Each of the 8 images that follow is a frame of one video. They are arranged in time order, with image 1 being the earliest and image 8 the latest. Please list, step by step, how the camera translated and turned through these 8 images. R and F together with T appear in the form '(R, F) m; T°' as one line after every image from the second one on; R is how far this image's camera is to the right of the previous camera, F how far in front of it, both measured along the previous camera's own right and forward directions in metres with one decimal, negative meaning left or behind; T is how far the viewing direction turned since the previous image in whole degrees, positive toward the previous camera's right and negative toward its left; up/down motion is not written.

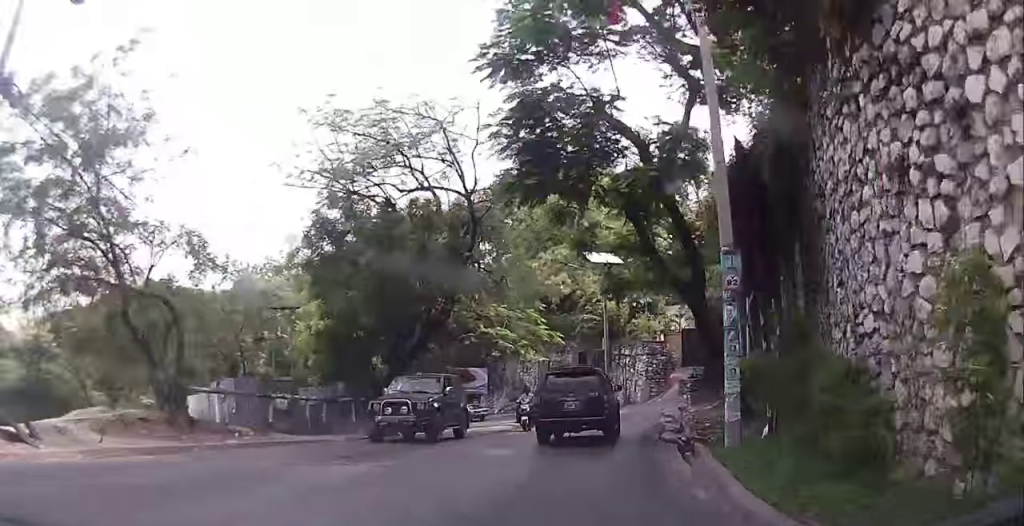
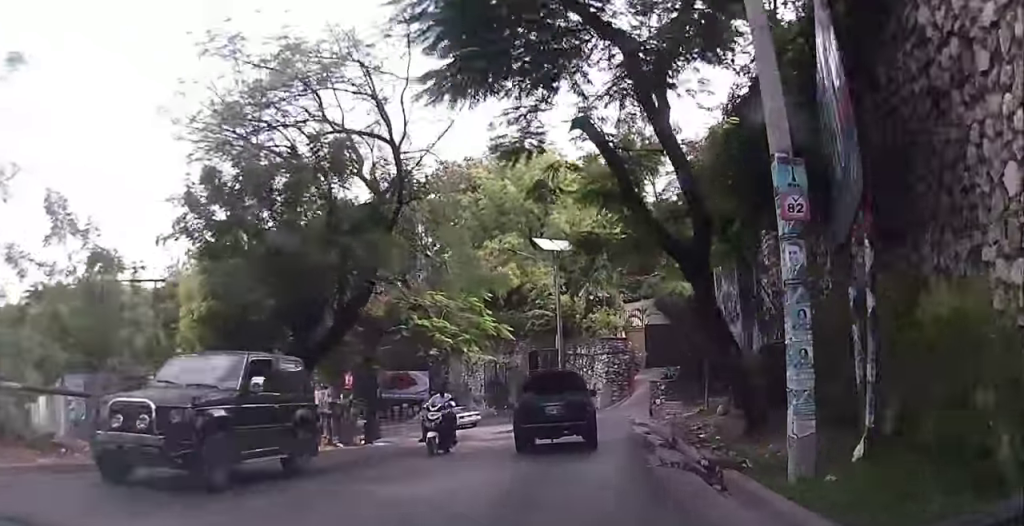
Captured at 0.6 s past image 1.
(0.0, +5.2) m; 0°
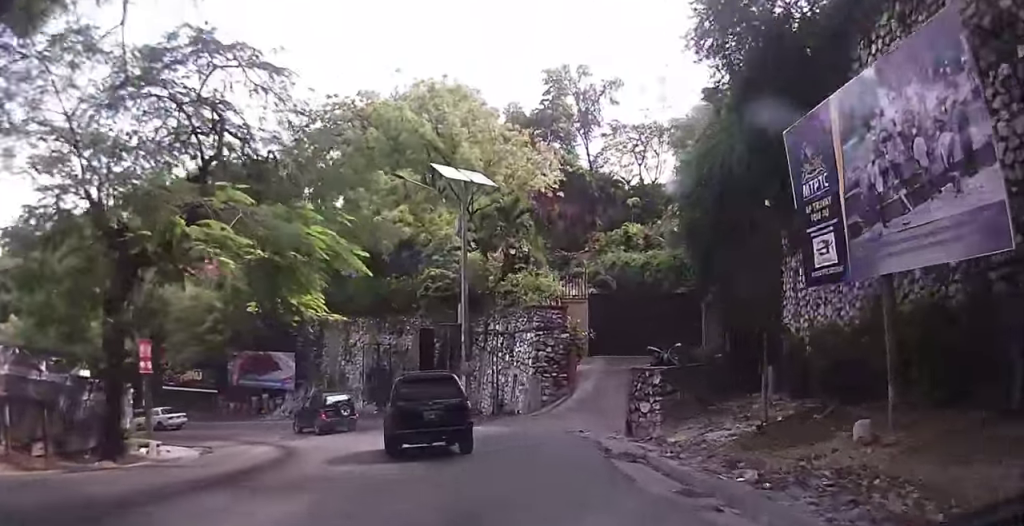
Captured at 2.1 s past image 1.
(0.0, +13.7) m; 0°
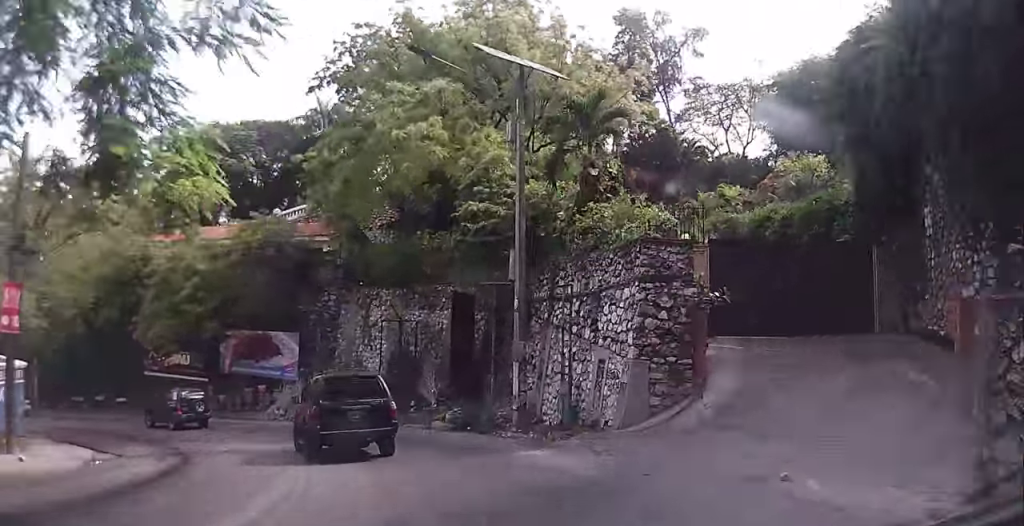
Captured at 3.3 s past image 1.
(0.0, +10.9) m; 0°
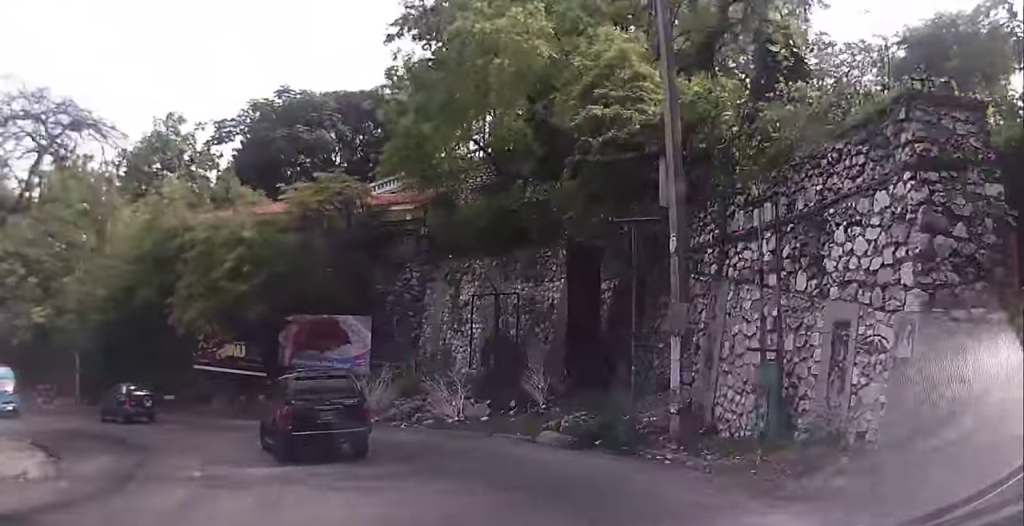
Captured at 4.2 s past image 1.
(0.0, +7.3) m; -3°
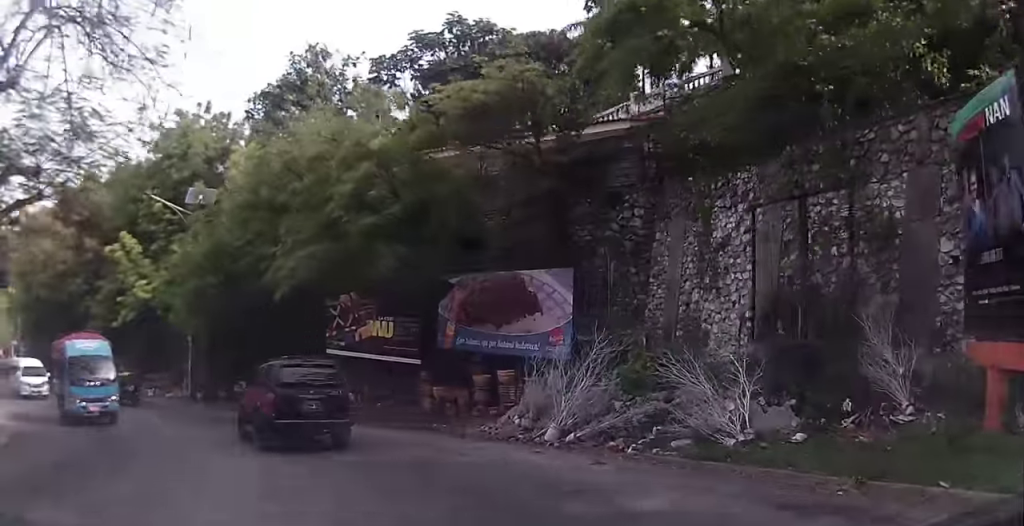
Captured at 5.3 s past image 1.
(-0.8, +10.0) m; -18°
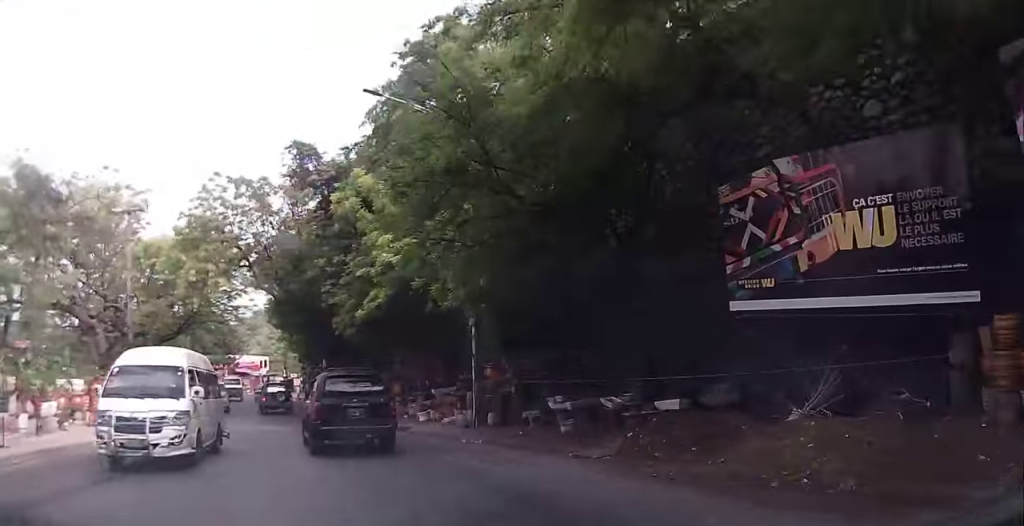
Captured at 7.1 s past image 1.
(-4.4, +13.8) m; -28°
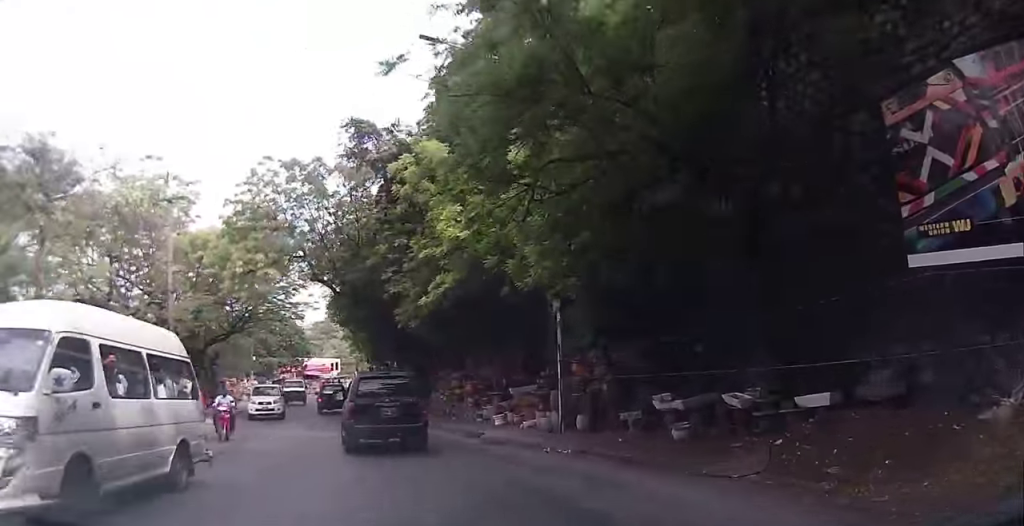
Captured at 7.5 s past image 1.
(0.0, +3.5) m; -3°
